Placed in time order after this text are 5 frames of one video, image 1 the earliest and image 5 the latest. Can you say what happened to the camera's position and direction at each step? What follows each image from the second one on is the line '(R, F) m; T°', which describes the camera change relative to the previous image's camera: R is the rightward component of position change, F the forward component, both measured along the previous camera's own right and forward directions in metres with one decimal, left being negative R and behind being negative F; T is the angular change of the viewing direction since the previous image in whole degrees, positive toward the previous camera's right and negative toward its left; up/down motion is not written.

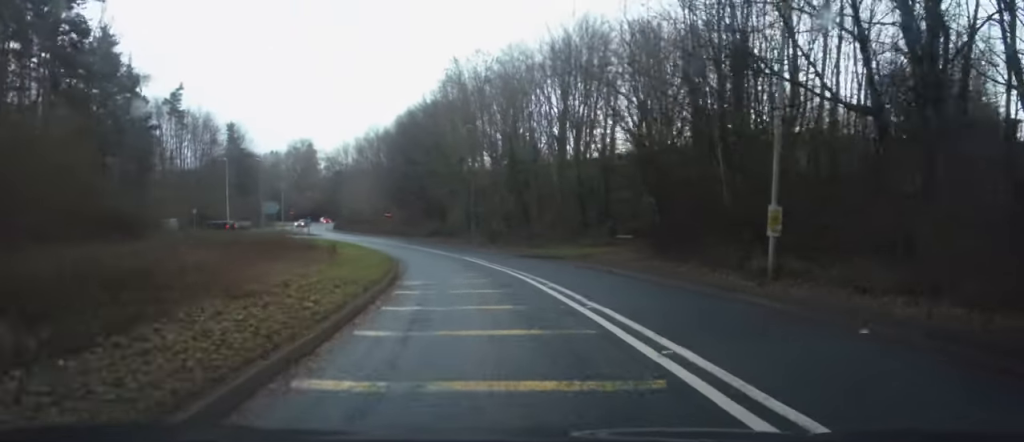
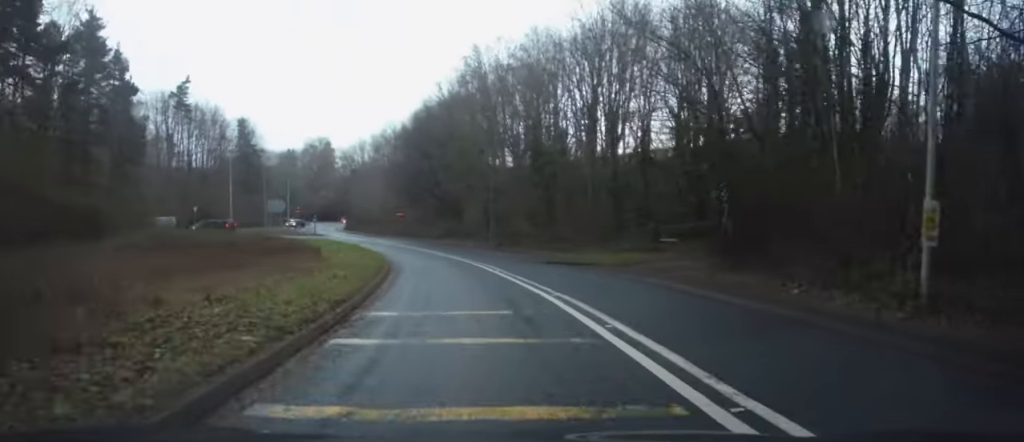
(+0.1, +6.3) m; 0°
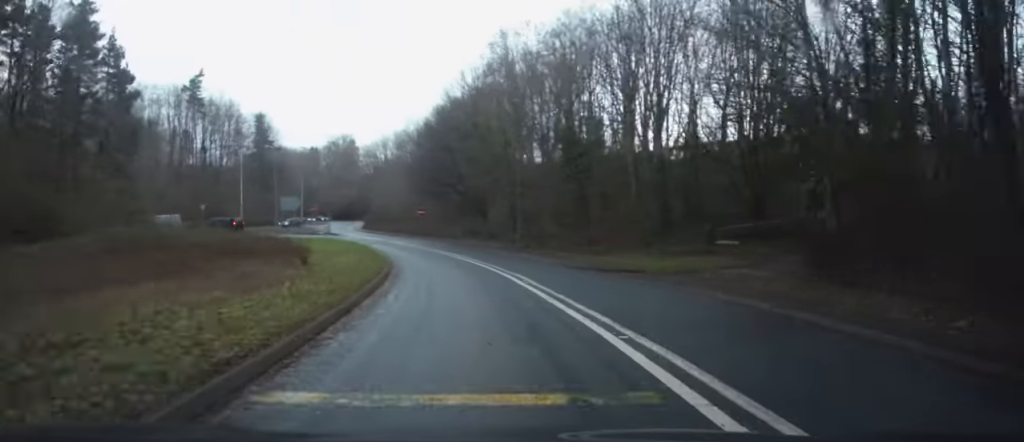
(0.0, +5.4) m; -1°
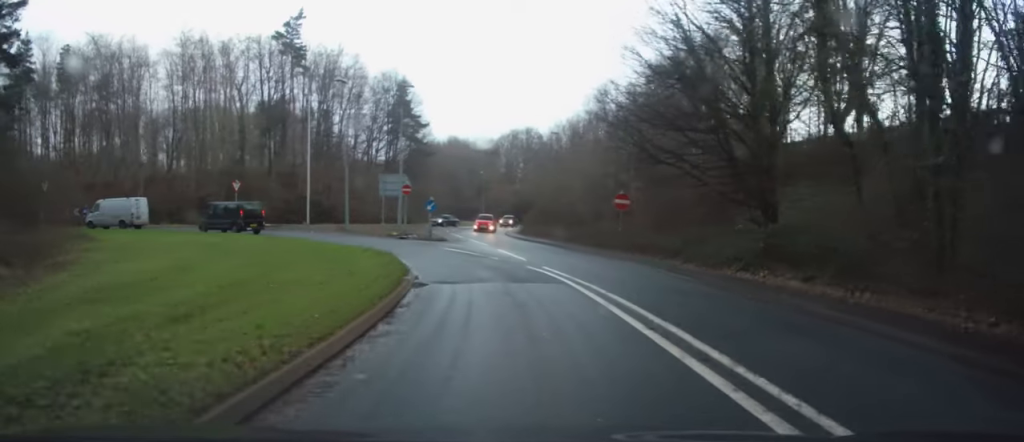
(-5.1, +35.9) m; -17°
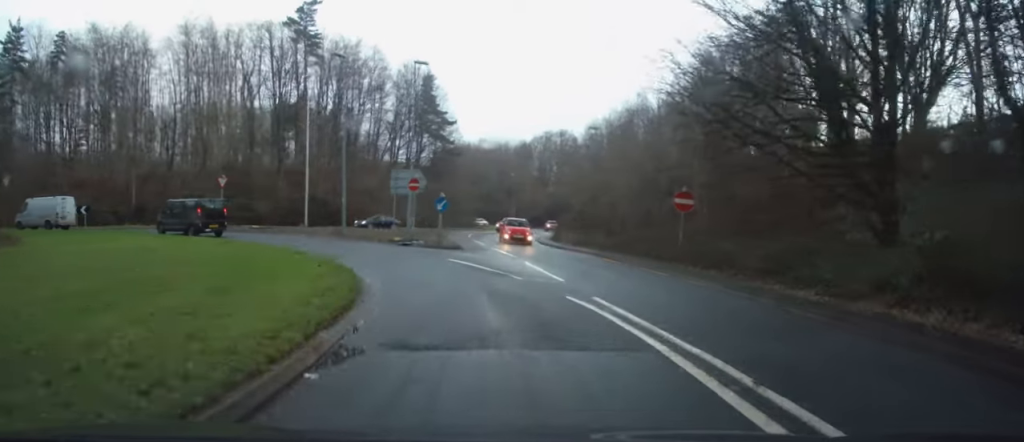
(-0.2, +7.9) m; -2°
